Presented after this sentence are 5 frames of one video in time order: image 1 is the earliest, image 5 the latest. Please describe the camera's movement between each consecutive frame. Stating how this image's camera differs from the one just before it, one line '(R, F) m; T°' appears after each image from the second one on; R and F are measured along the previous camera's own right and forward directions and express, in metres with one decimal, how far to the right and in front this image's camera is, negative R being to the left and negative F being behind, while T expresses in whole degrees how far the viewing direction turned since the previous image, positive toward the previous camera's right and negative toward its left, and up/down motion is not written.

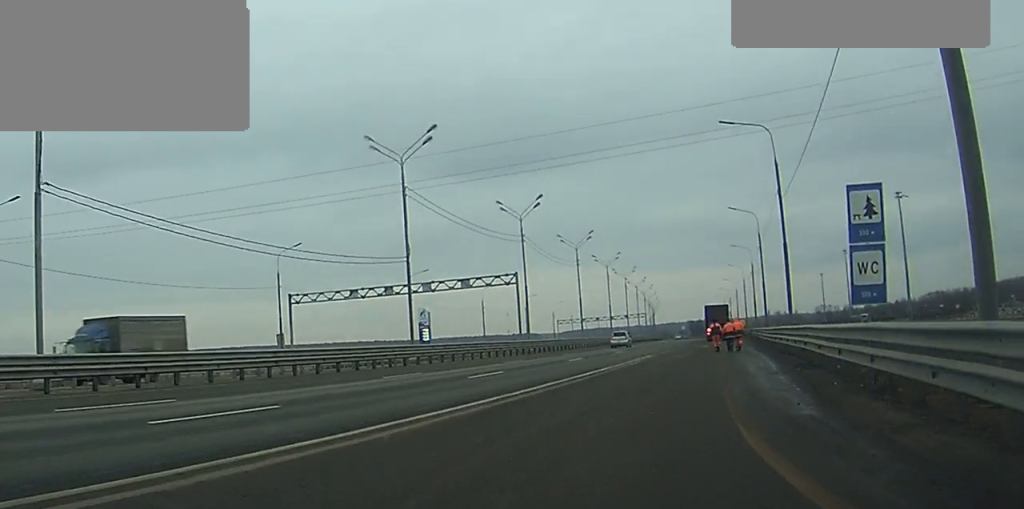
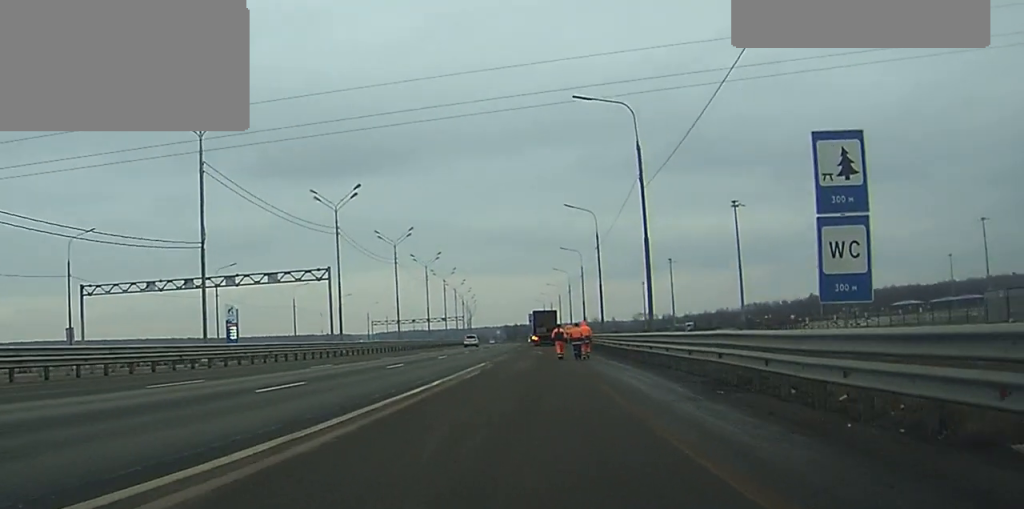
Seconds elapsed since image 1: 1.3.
(+0.5, +7.0) m; +5°
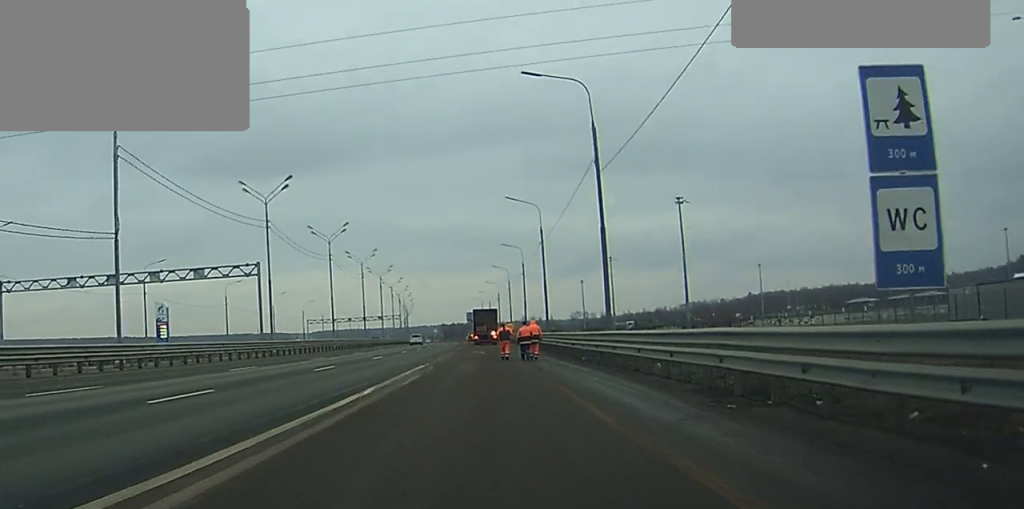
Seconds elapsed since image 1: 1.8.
(0.0, +3.6) m; +2°
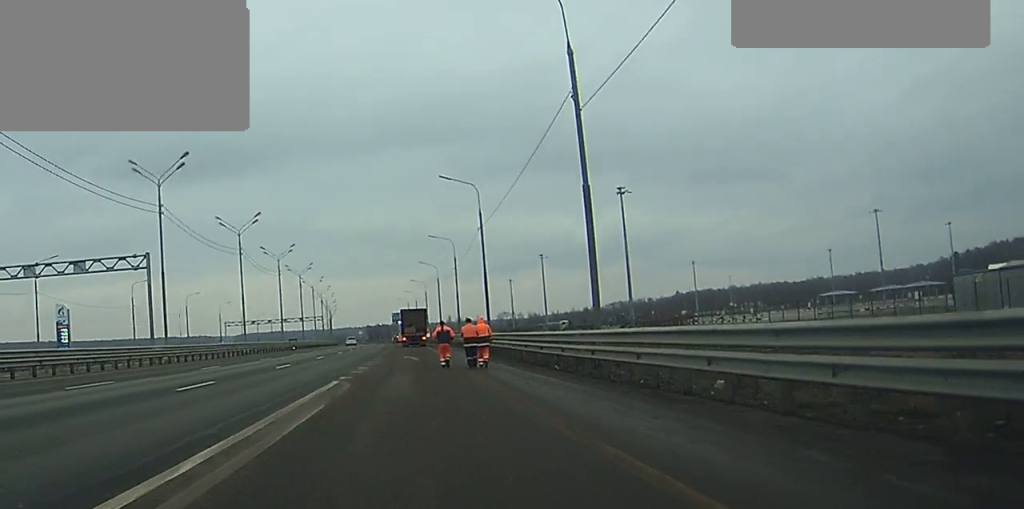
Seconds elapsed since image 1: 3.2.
(+0.6, +9.7) m; +7°
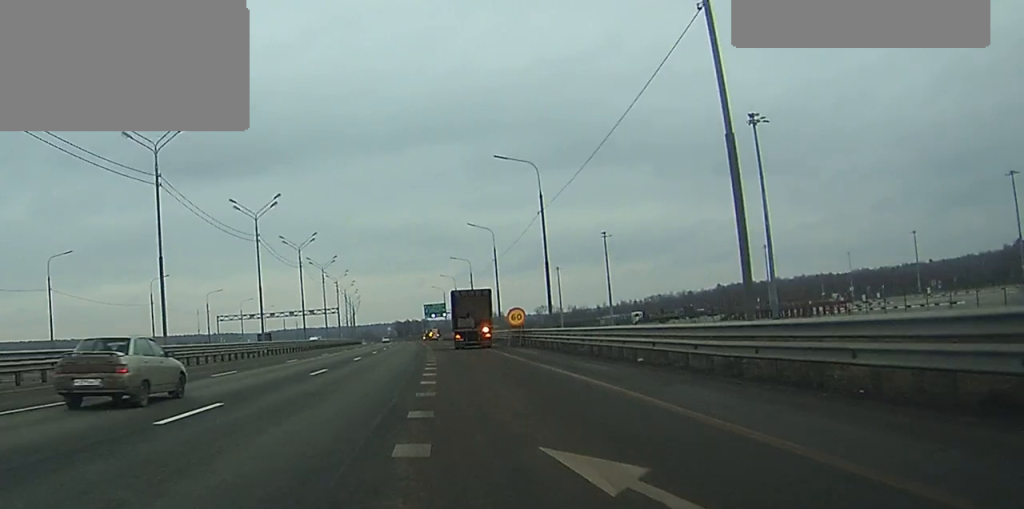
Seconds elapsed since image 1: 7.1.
(+0.7, +39.9) m; 0°
